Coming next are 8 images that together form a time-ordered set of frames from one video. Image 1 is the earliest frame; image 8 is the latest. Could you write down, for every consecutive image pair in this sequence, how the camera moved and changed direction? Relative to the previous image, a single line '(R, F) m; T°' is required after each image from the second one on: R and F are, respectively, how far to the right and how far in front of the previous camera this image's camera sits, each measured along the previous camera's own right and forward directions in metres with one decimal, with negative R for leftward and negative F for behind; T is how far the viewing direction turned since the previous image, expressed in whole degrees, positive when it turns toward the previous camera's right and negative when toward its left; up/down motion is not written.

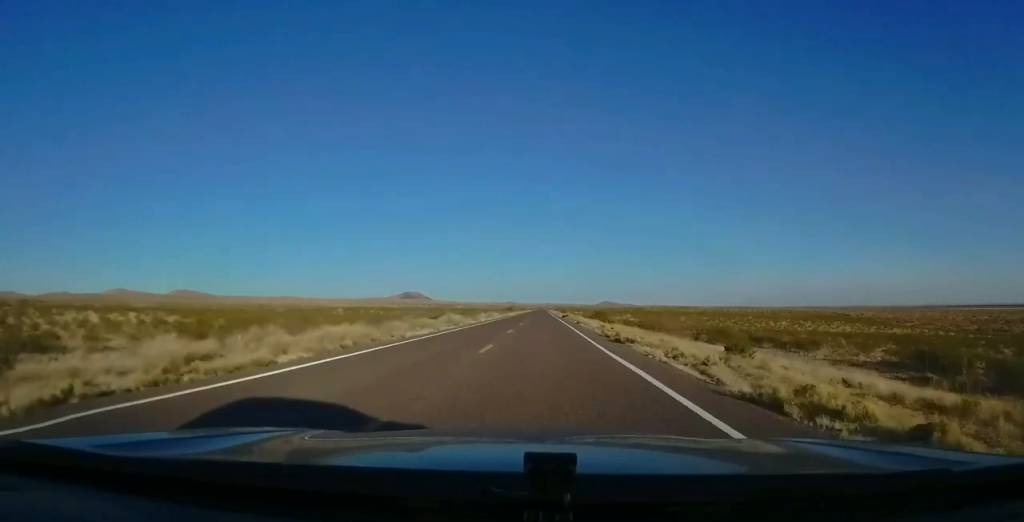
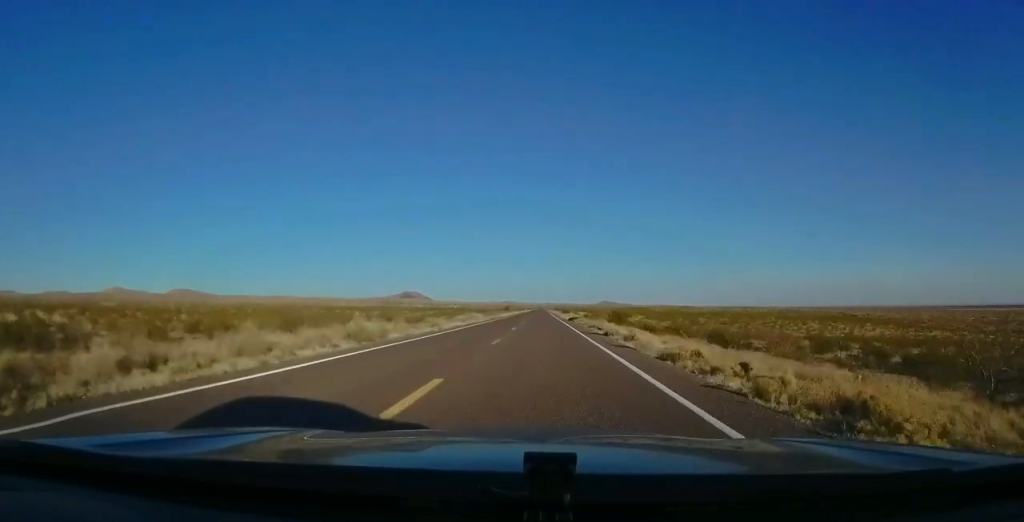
(0.0, +21.3) m; 0°
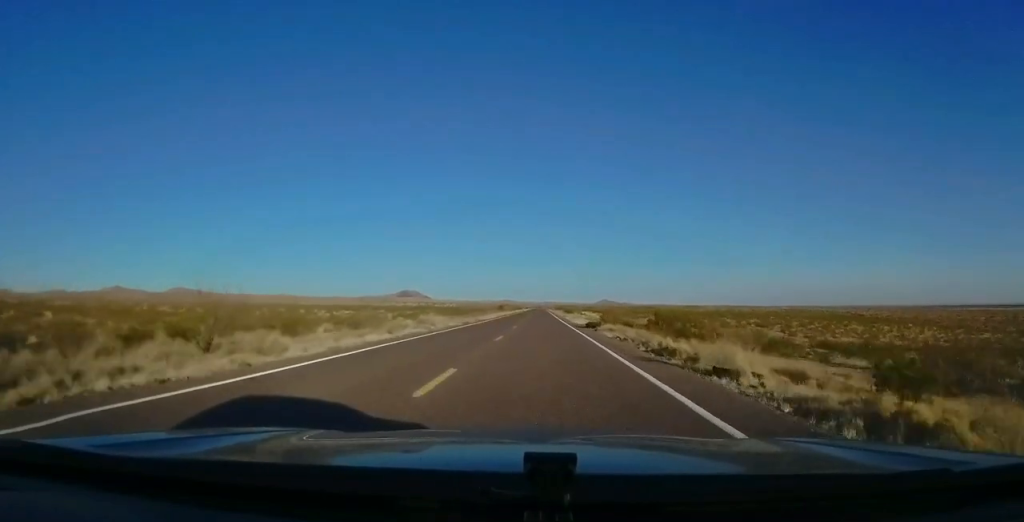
(-0.1, +23.3) m; 0°
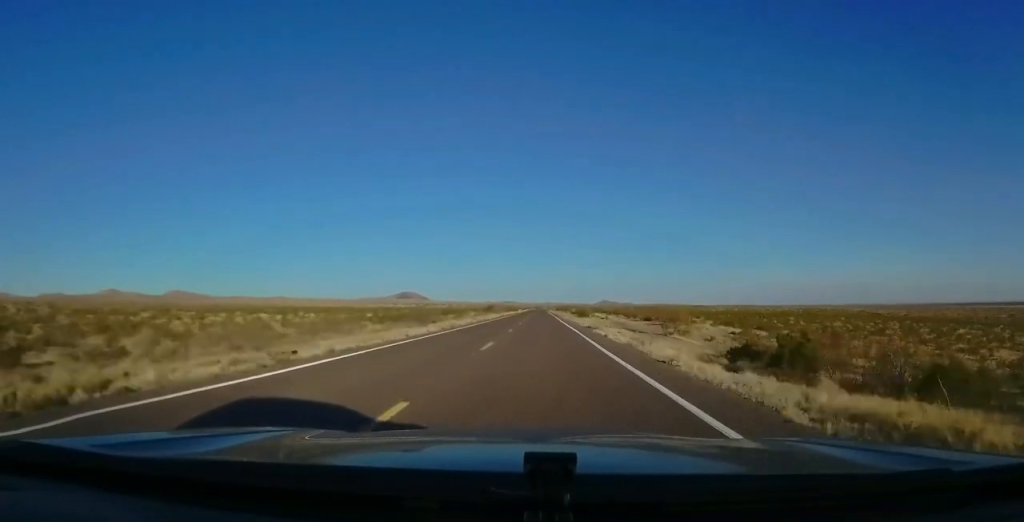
(+0.2, +40.8) m; +1°
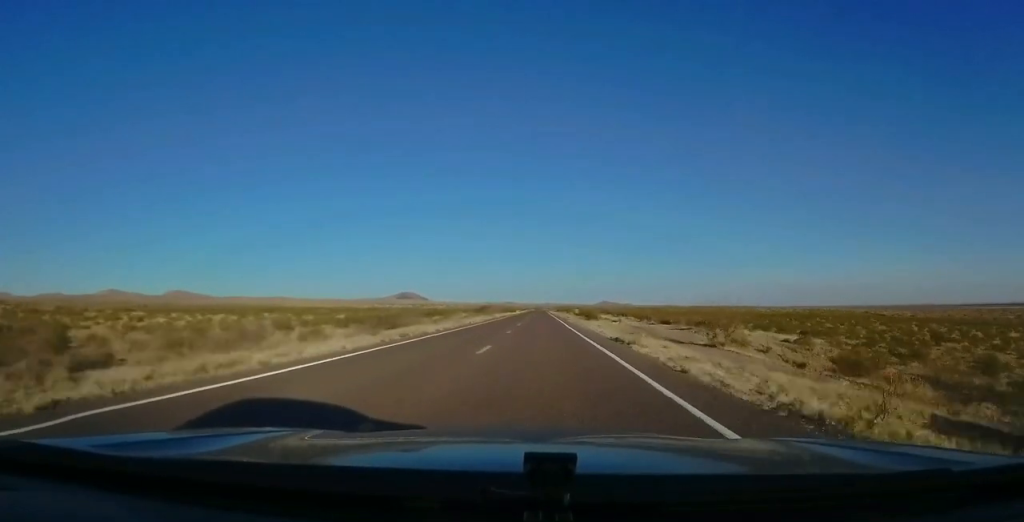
(-0.1, +13.7) m; 0°
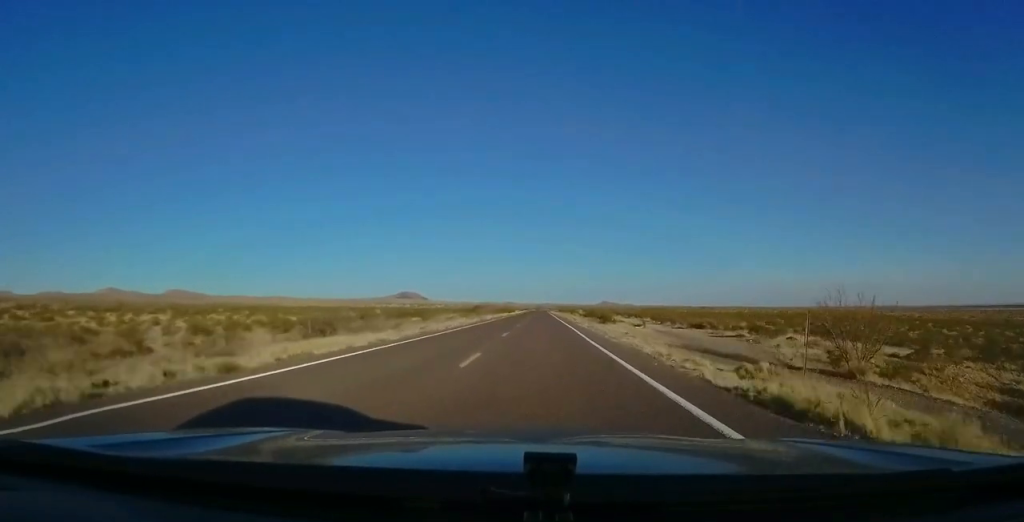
(+0.2, +15.6) m; -1°
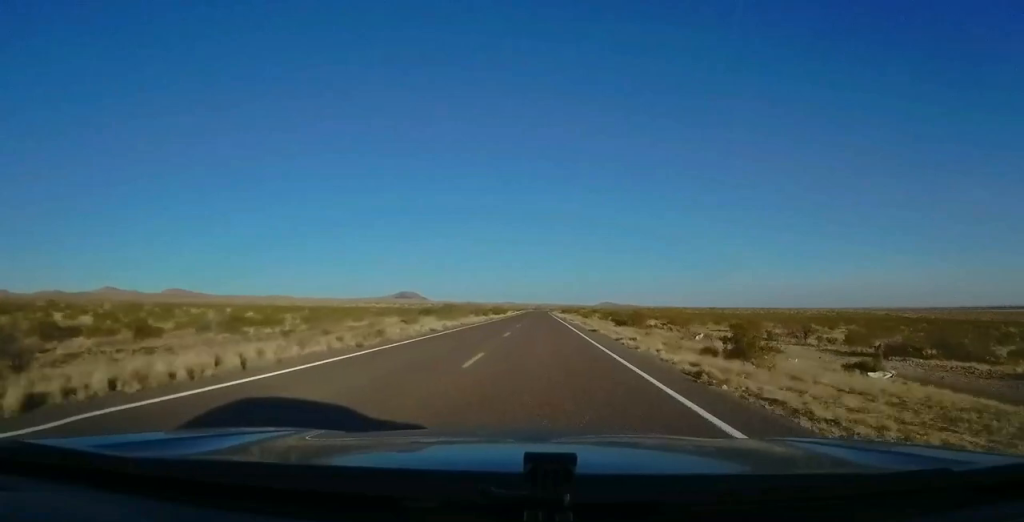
(-0.7, +37.1) m; -1°
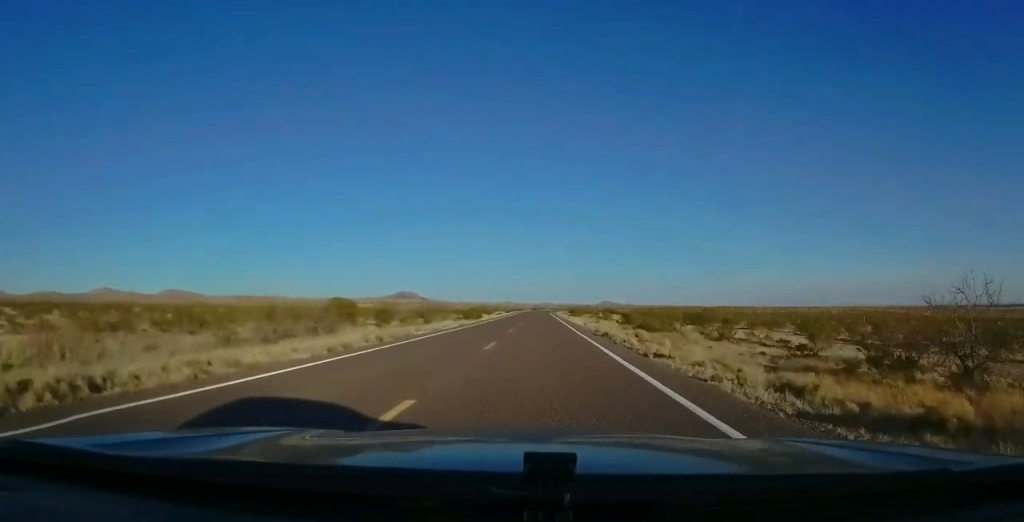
(+0.6, +44.8) m; +1°
